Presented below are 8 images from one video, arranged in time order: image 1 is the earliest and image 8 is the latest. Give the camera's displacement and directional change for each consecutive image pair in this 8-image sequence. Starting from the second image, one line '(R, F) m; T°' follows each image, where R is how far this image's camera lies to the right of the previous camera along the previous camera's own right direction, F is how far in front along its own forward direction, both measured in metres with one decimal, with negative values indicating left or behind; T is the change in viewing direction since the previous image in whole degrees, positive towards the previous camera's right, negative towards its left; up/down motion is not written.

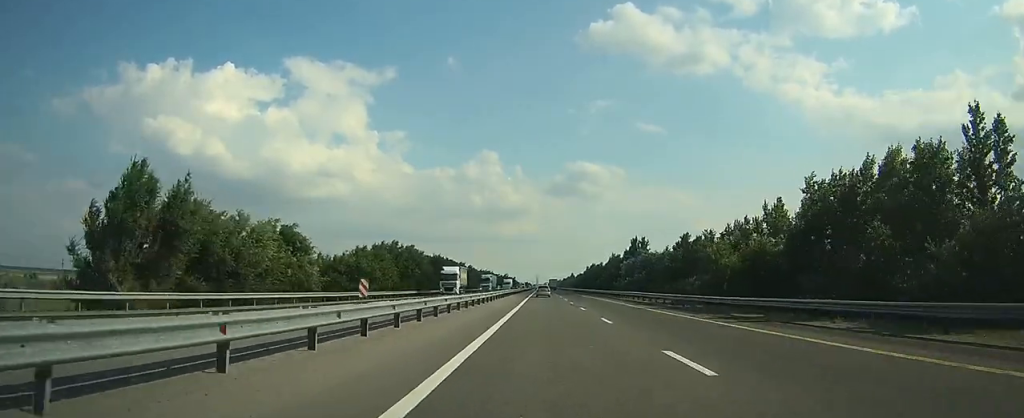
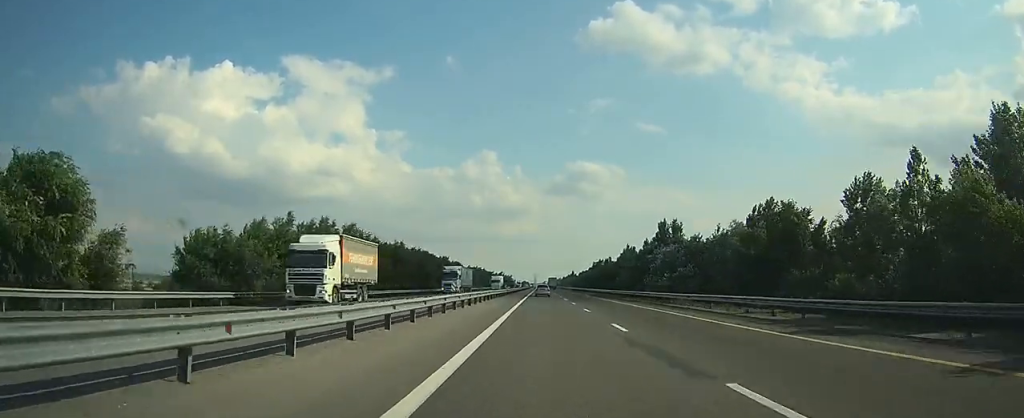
(-0.1, +27.9) m; 0°
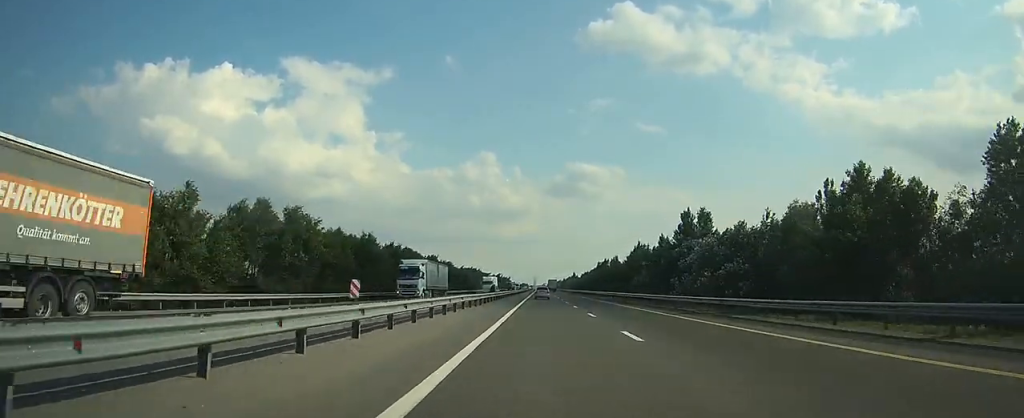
(0.0, +14.5) m; 0°
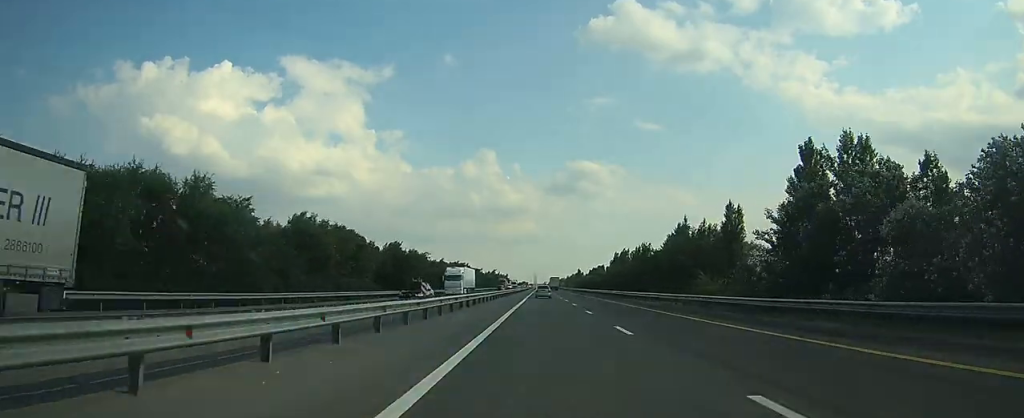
(0.0, +34.2) m; 0°
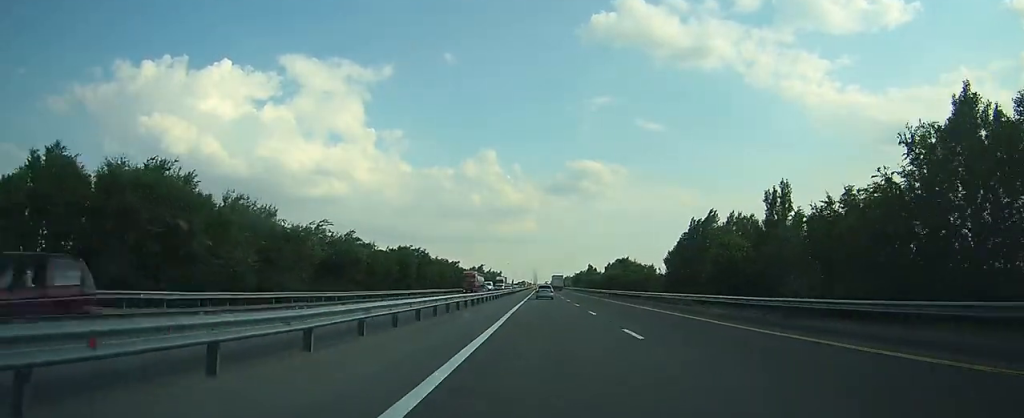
(+0.1, +61.2) m; 0°
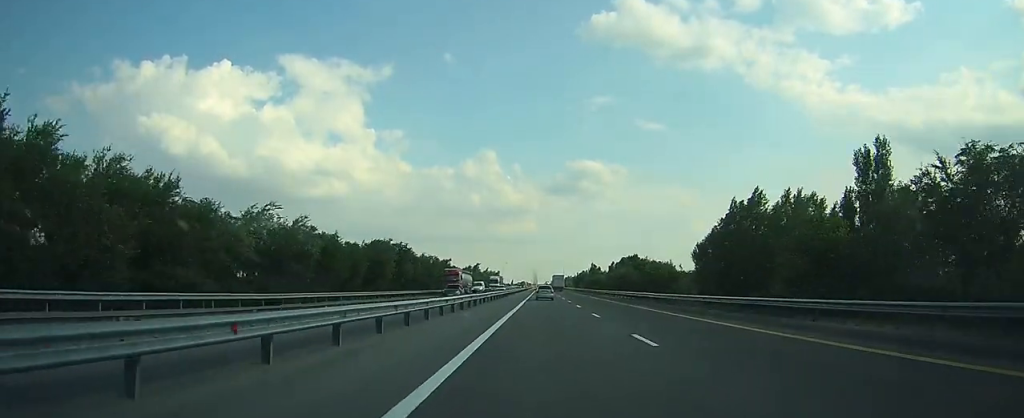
(0.0, +13.5) m; 0°
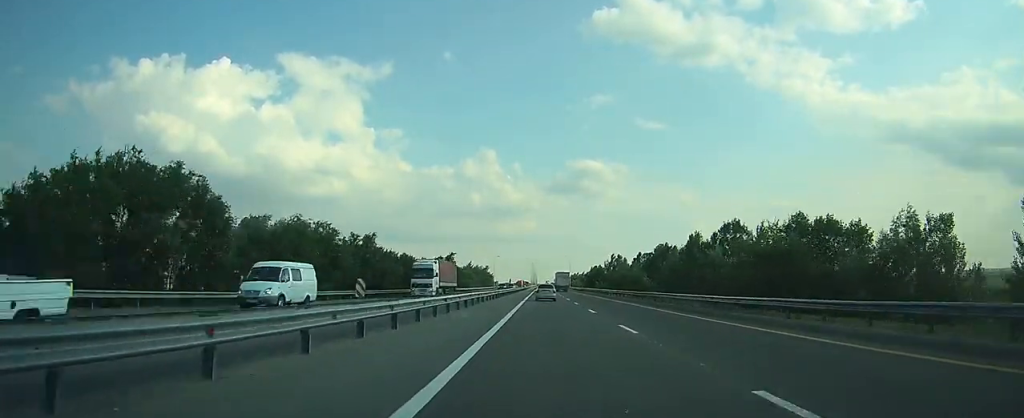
(-0.1, +57.3) m; 0°
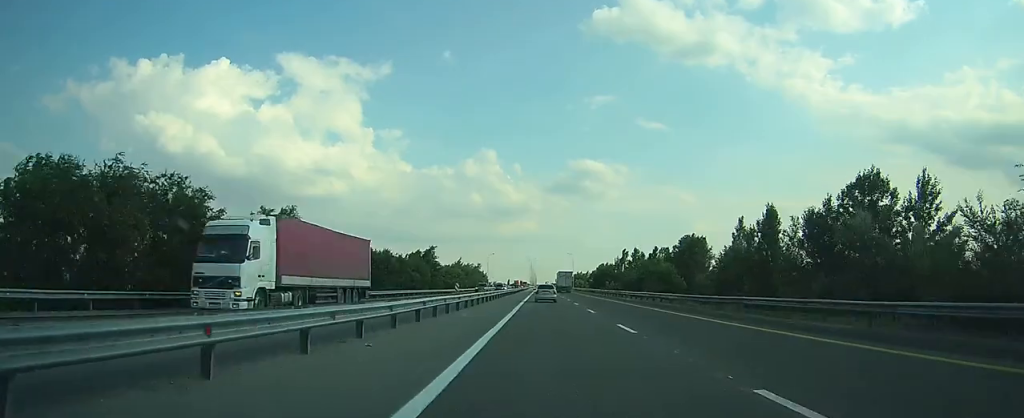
(+0.1, +24.0) m; 0°
